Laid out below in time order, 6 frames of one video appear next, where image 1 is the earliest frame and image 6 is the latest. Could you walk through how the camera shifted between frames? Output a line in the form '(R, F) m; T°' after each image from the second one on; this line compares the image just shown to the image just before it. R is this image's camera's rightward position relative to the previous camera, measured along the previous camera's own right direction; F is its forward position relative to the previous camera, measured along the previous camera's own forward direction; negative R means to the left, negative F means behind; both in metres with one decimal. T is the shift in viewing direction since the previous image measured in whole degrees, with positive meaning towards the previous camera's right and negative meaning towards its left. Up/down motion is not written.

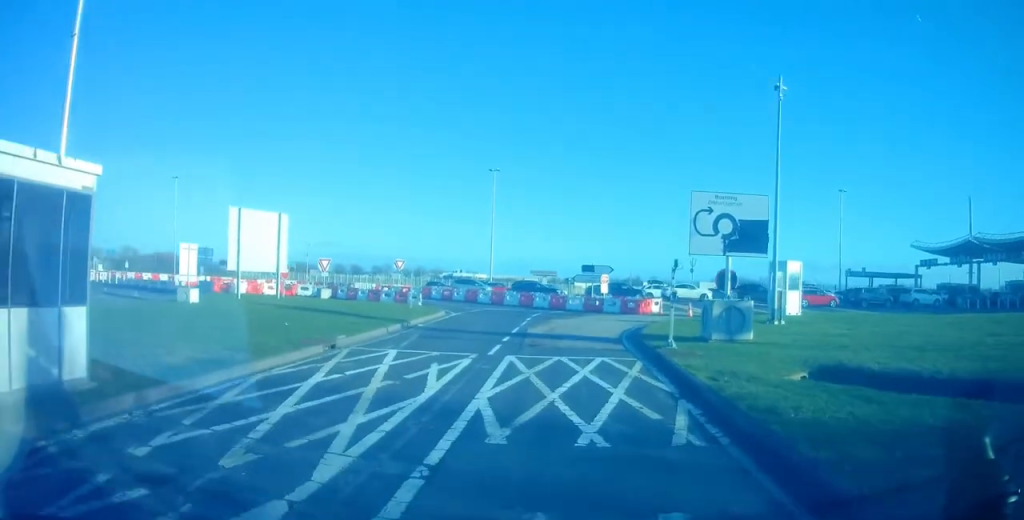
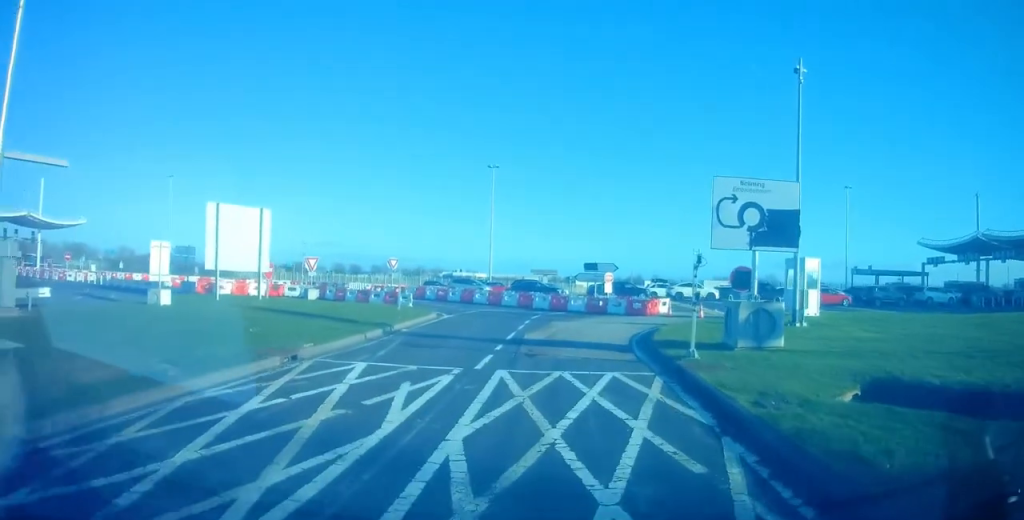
(+0.2, +1.9) m; -1°
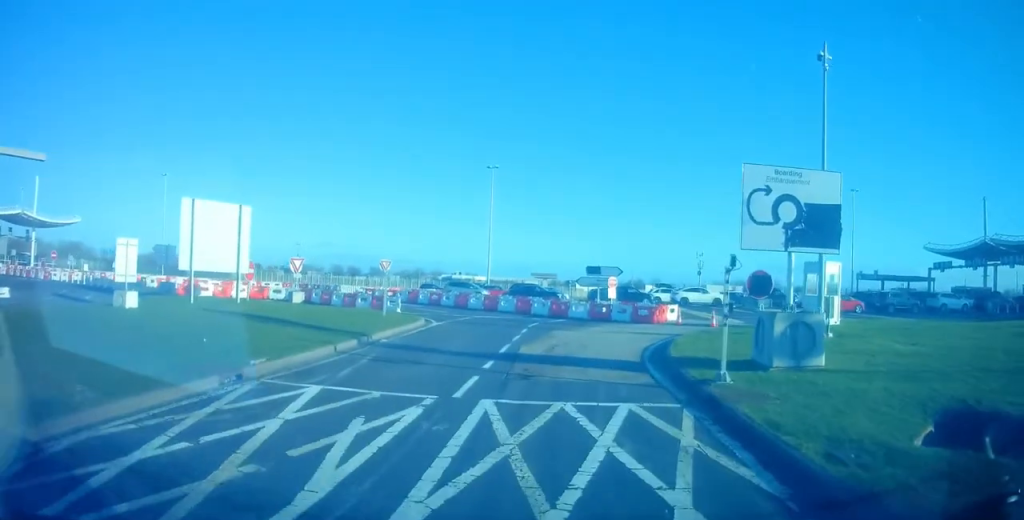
(0.0, +1.9) m; 0°
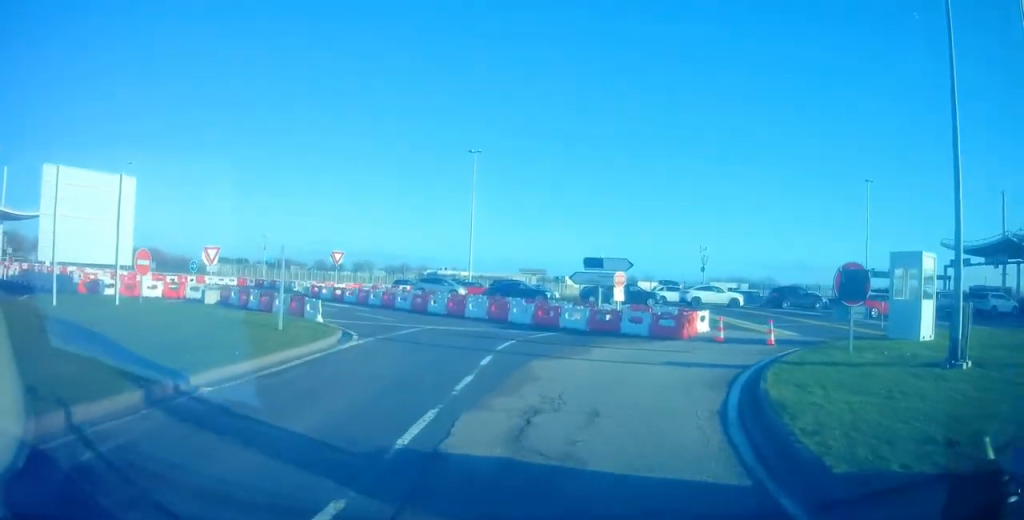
(+0.1, +7.9) m; 0°
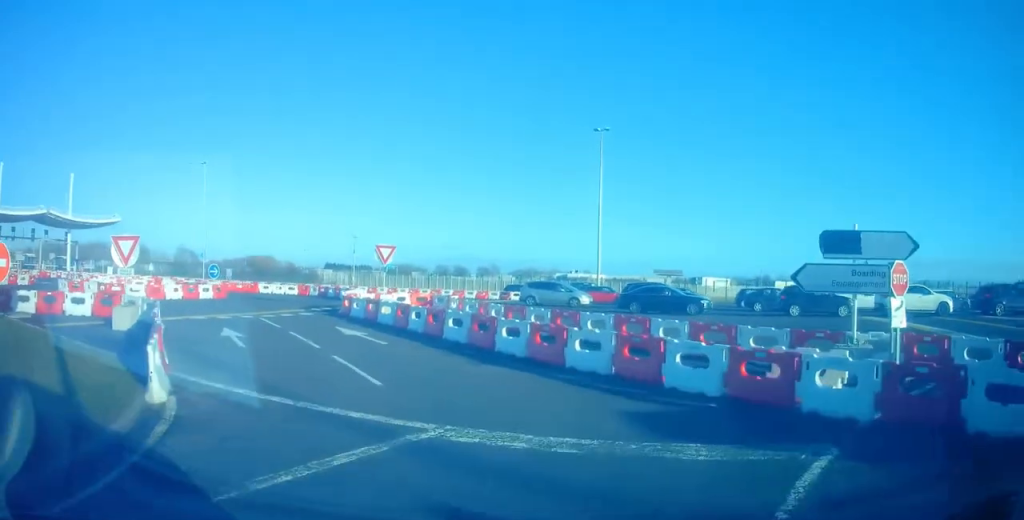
(-1.6, +12.2) m; -14°
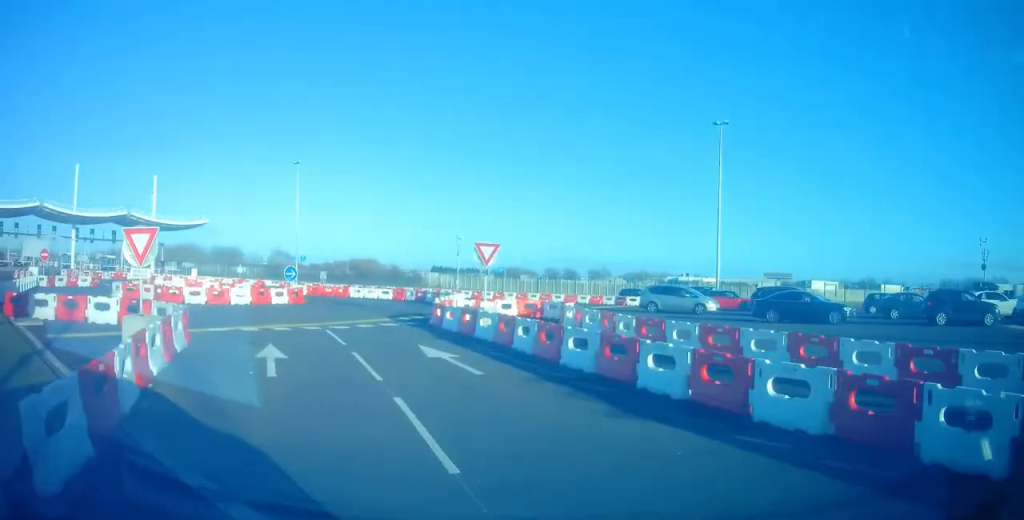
(-0.2, +3.5) m; -12°
